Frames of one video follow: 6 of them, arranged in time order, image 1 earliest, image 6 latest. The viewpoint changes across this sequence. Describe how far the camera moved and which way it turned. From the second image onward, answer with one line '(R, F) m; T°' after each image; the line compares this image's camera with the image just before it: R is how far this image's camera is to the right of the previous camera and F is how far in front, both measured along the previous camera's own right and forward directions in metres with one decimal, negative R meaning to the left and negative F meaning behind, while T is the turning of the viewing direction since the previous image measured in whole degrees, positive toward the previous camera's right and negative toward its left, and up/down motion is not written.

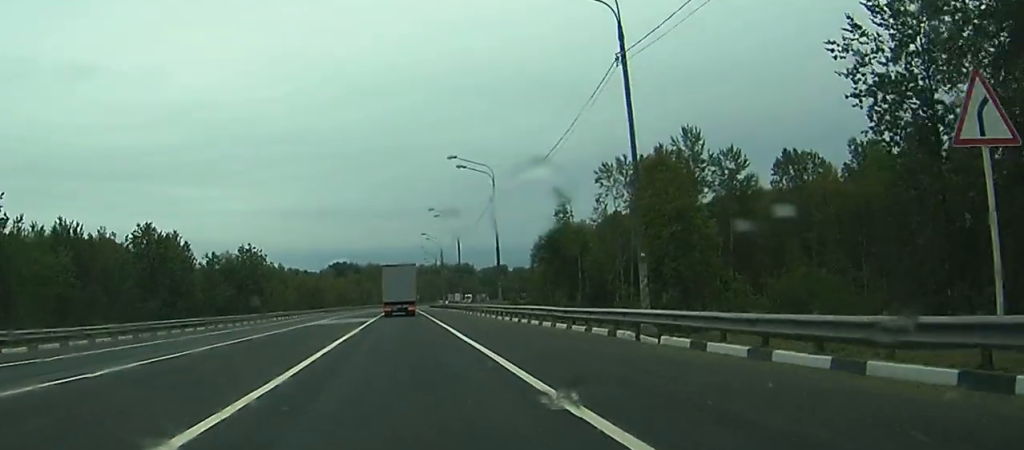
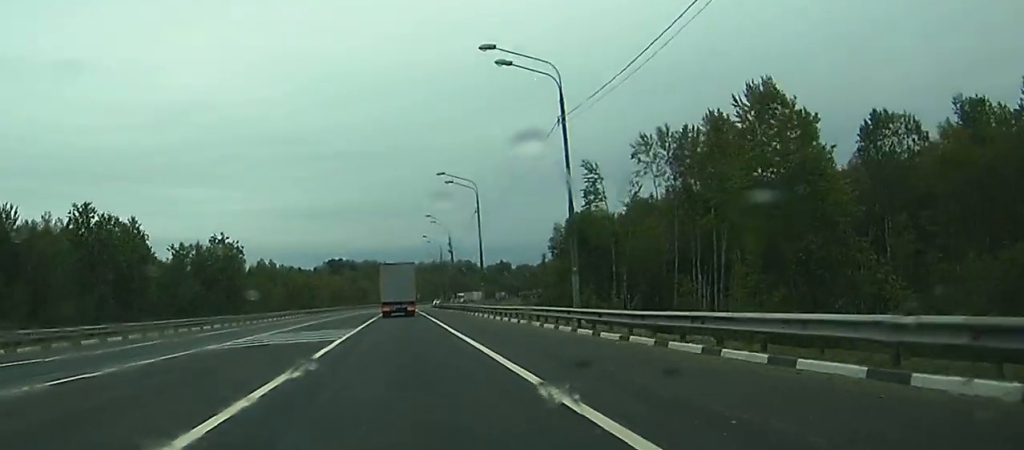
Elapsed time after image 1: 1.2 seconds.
(+0.1, +25.9) m; 0°
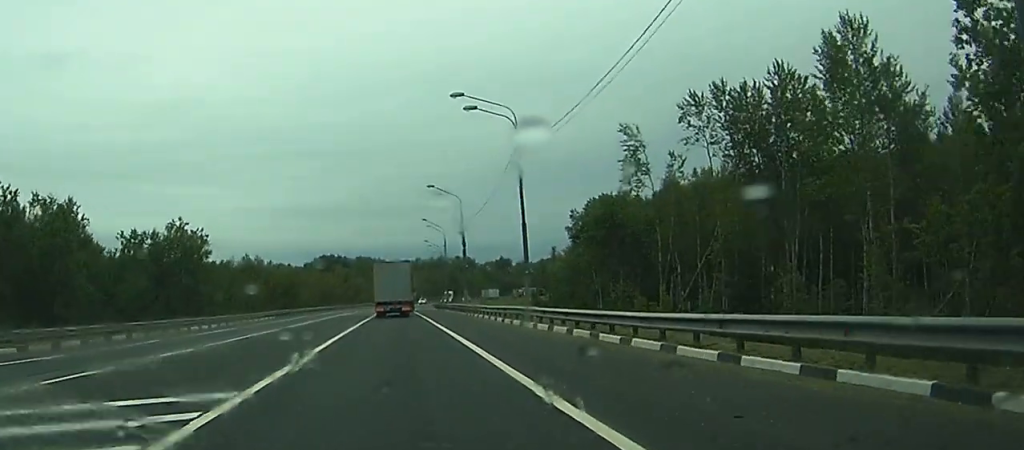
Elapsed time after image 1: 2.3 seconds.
(-0.1, +25.9) m; 0°
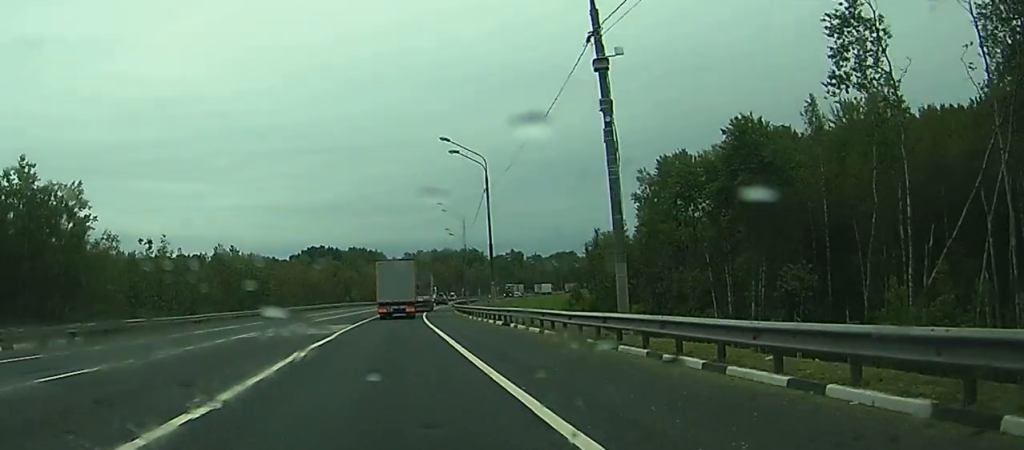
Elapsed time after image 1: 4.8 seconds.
(+0.2, +54.9) m; 0°
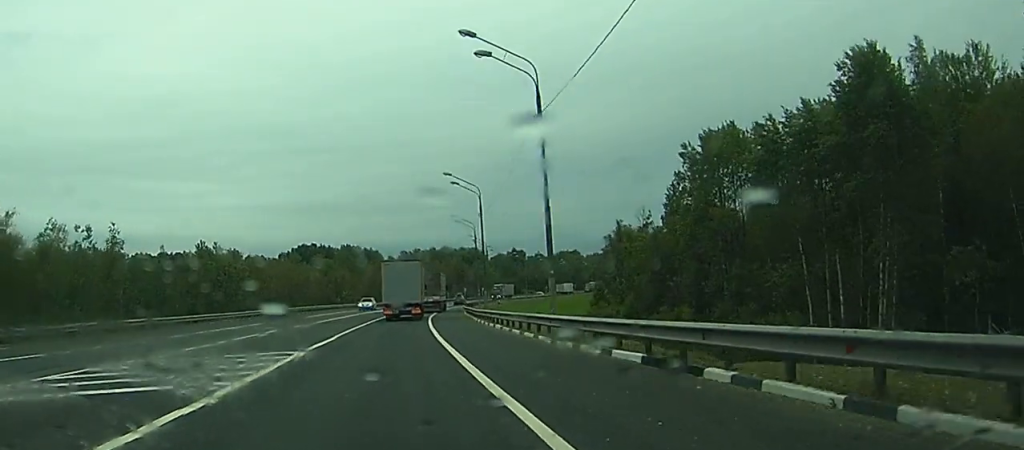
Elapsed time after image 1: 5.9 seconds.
(+0.1, +23.0) m; 0°
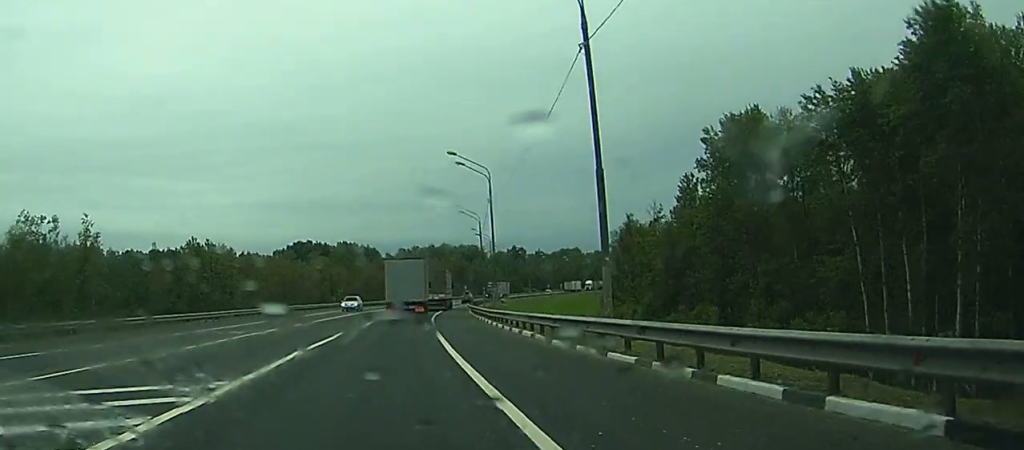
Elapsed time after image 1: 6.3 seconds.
(0.0, +9.2) m; 0°
